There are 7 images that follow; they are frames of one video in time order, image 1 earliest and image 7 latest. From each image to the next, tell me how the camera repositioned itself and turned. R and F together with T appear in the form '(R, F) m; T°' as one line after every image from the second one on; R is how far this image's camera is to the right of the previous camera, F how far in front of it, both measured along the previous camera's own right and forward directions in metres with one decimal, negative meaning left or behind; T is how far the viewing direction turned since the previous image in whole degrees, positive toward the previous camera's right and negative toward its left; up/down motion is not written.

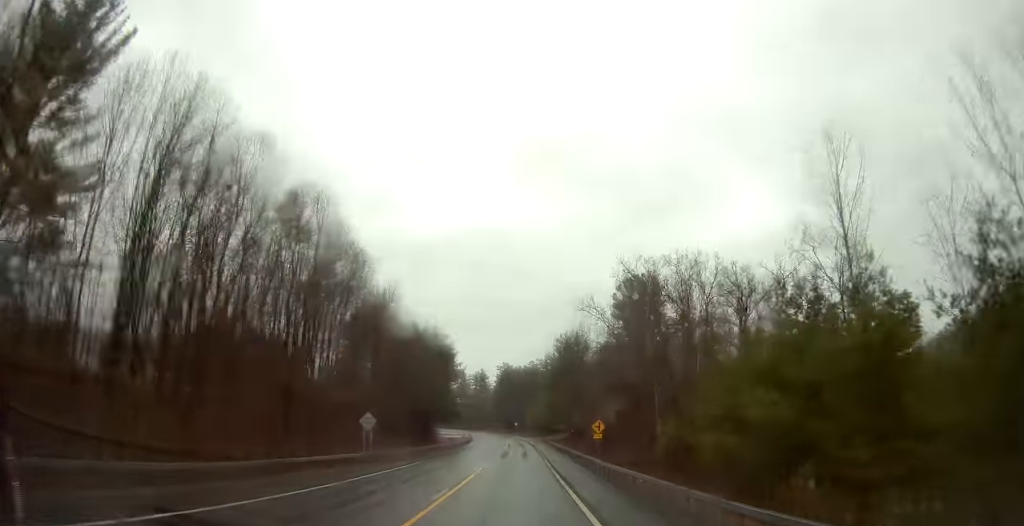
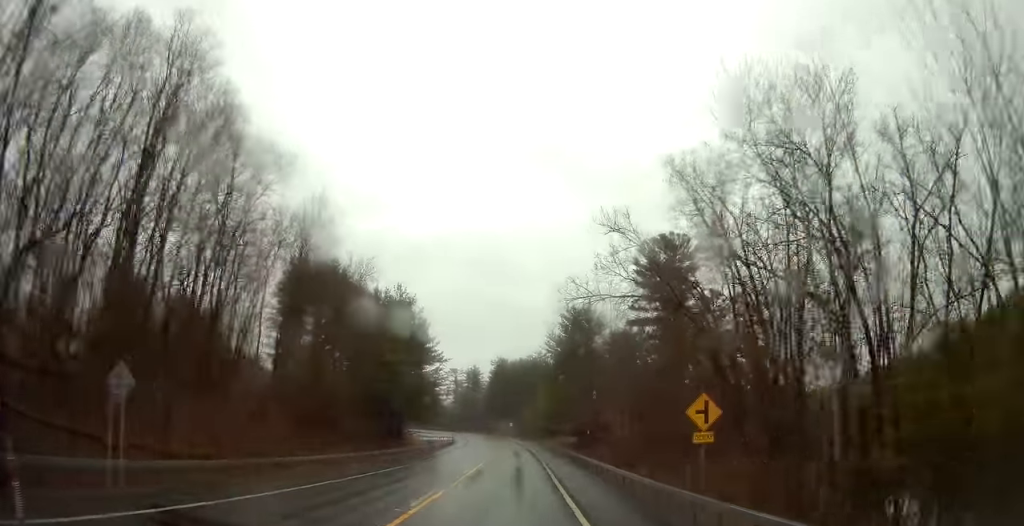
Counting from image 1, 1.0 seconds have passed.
(0.0, +25.2) m; +1°
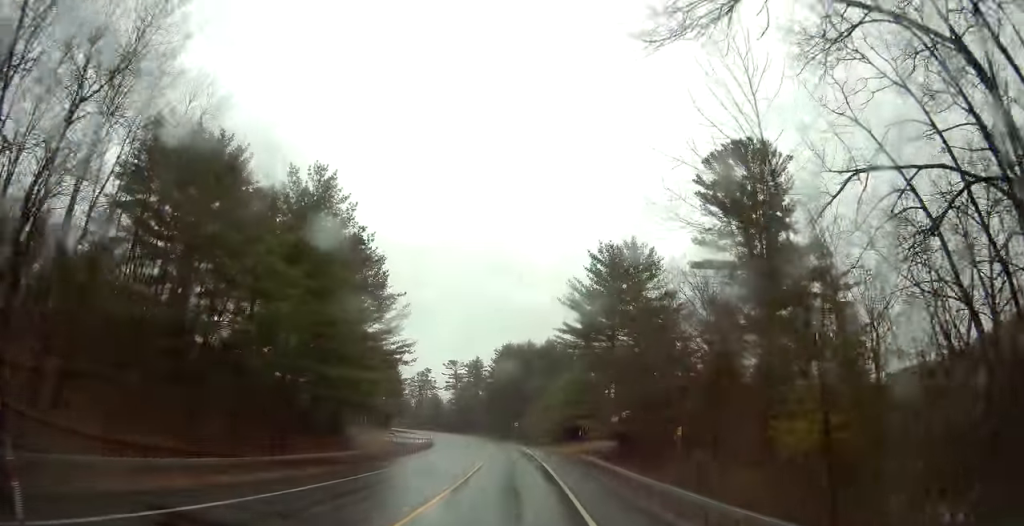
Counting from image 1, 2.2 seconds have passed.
(+0.1, +31.0) m; -1°
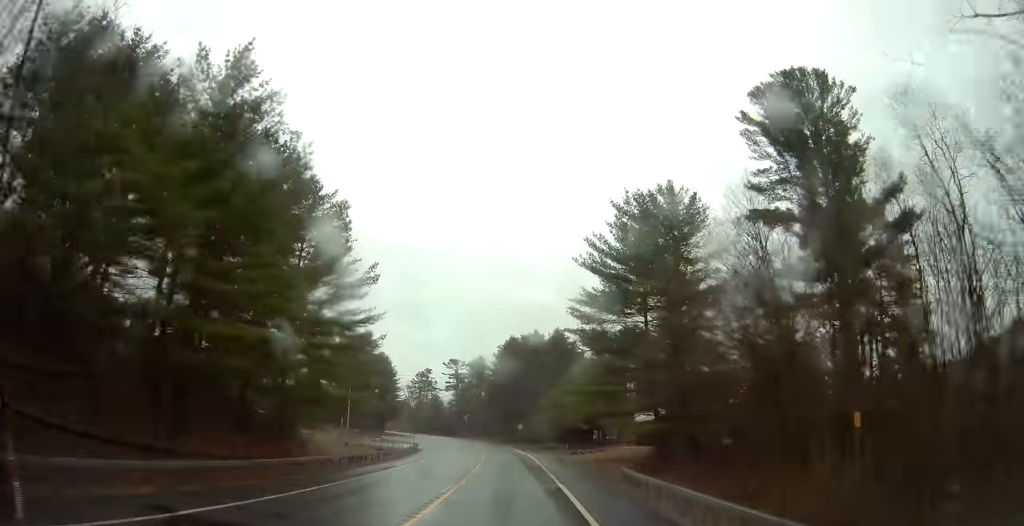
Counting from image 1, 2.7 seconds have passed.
(-0.3, +13.7) m; -1°
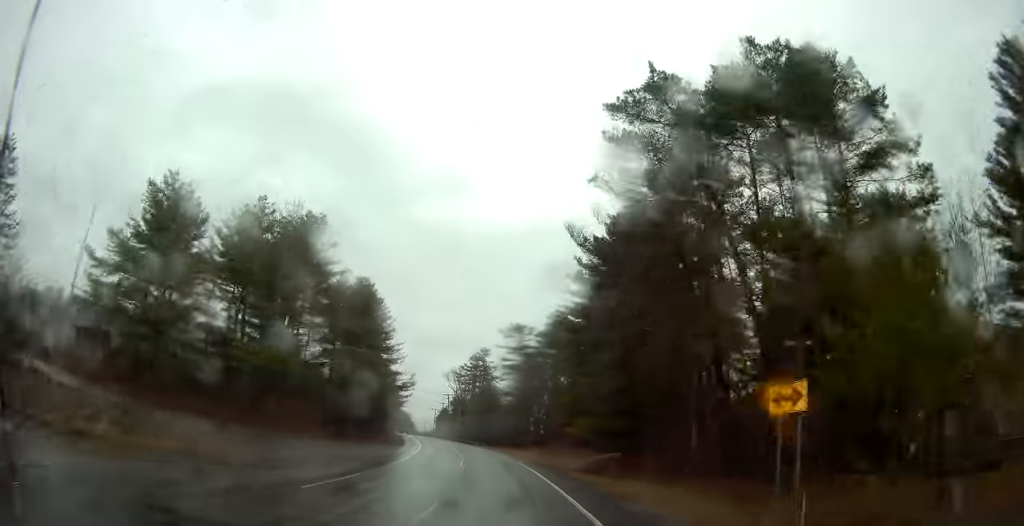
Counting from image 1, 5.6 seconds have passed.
(-3.7, +74.4) m; -7°
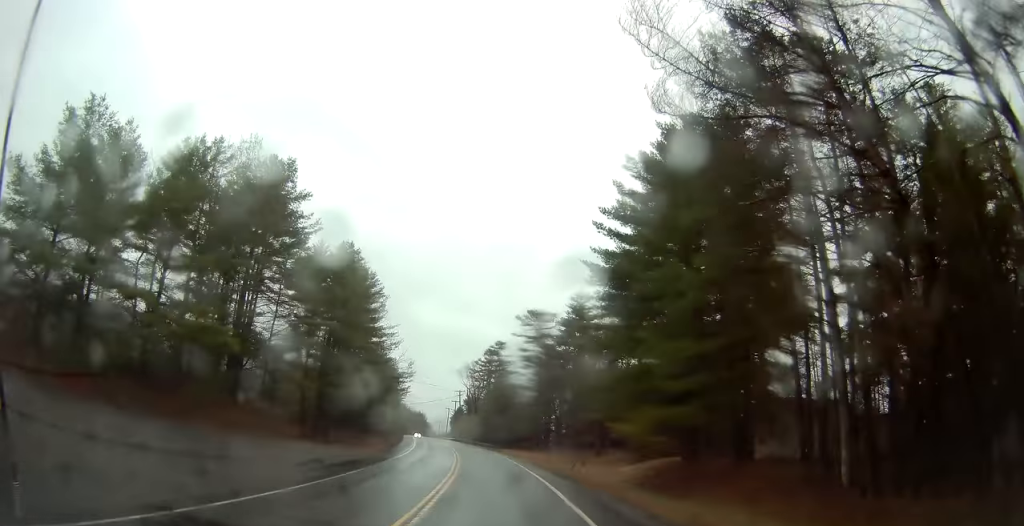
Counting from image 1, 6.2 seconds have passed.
(-0.1, +14.4) m; -2°
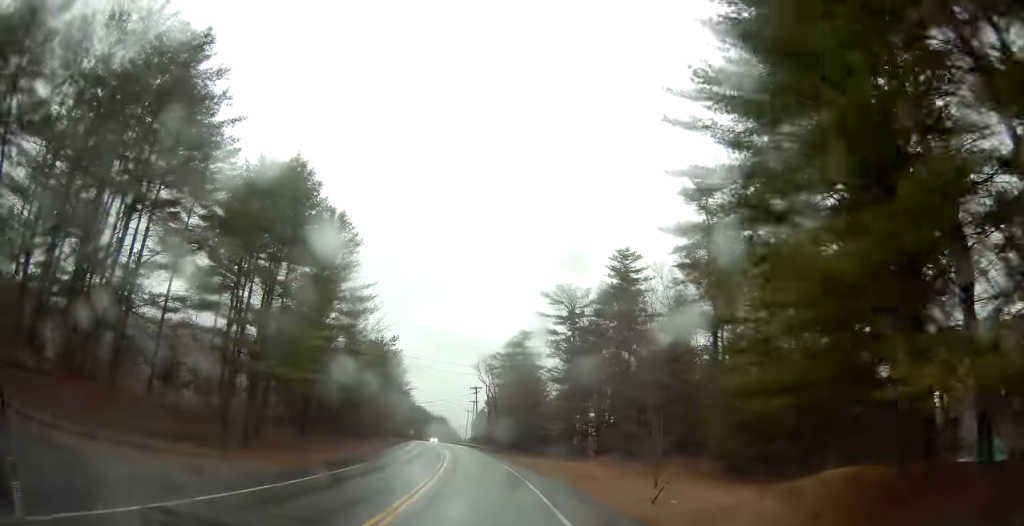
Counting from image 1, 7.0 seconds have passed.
(-0.5, +21.1) m; -4°
